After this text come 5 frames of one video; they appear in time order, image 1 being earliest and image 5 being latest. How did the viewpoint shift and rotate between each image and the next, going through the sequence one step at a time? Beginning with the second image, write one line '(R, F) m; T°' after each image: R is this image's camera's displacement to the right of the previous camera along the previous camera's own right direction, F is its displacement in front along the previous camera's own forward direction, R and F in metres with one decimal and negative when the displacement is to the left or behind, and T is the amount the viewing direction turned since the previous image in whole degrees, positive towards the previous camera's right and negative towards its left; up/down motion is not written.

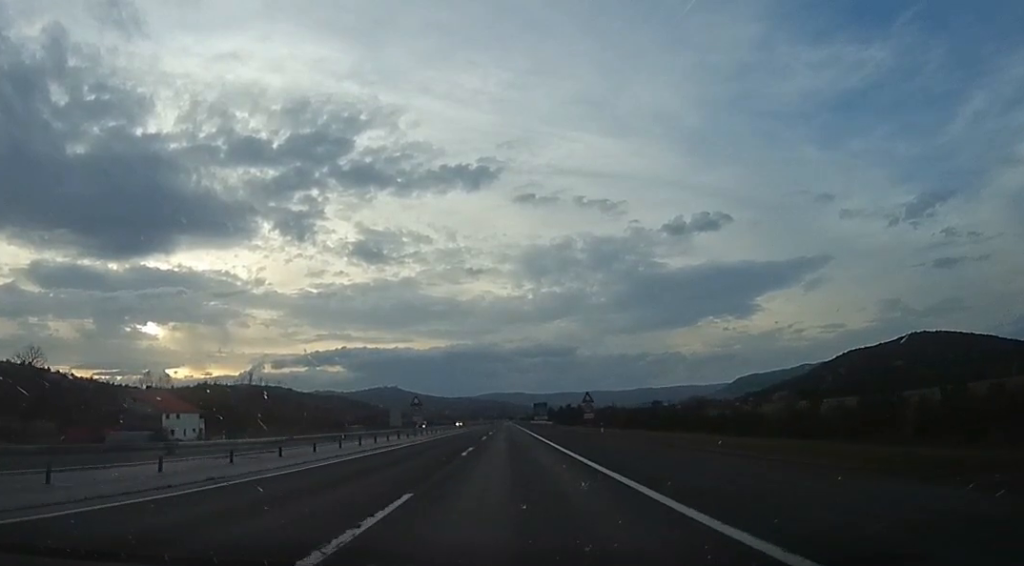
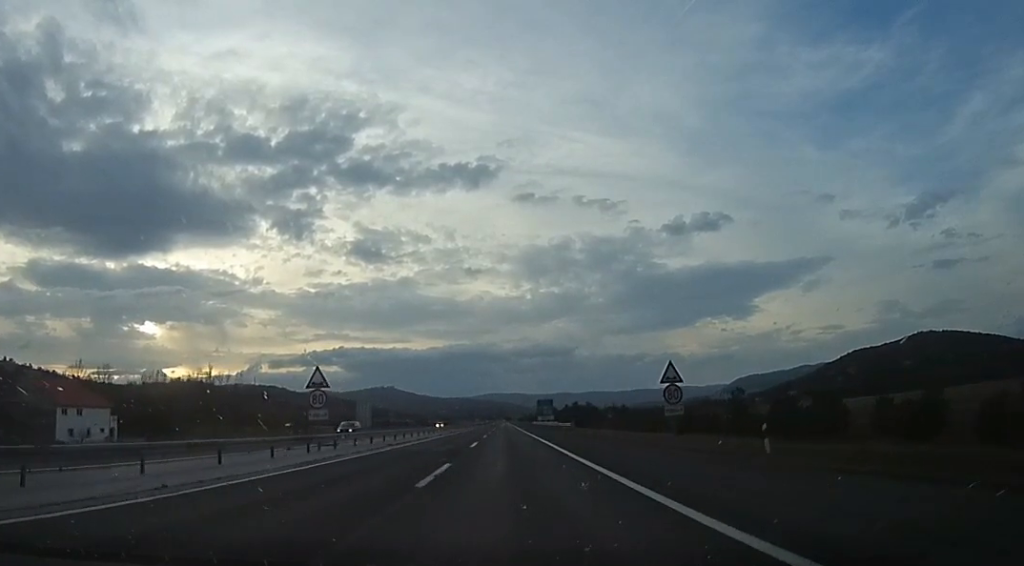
(0.0, +28.7) m; 0°
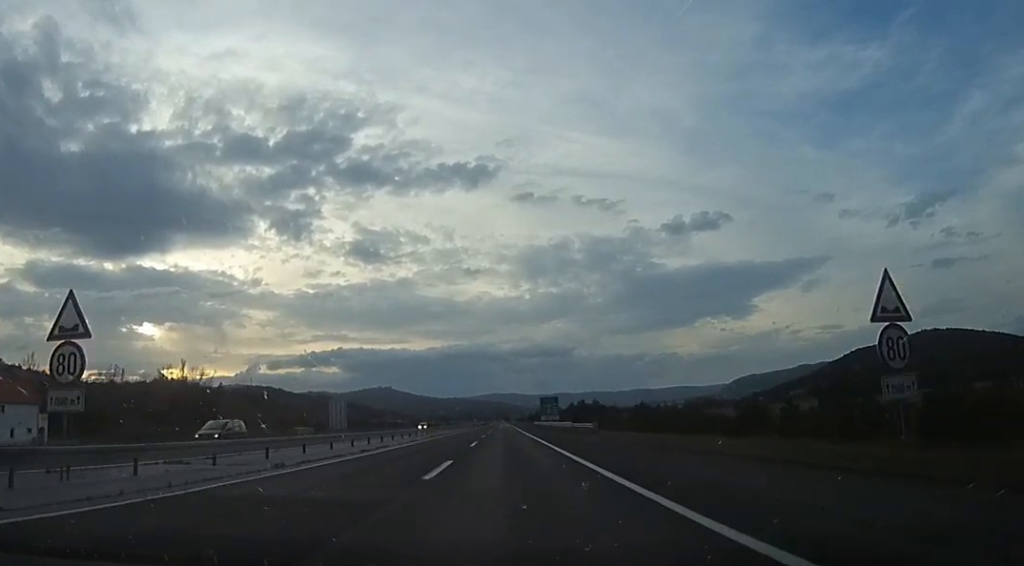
(0.0, +16.2) m; 0°
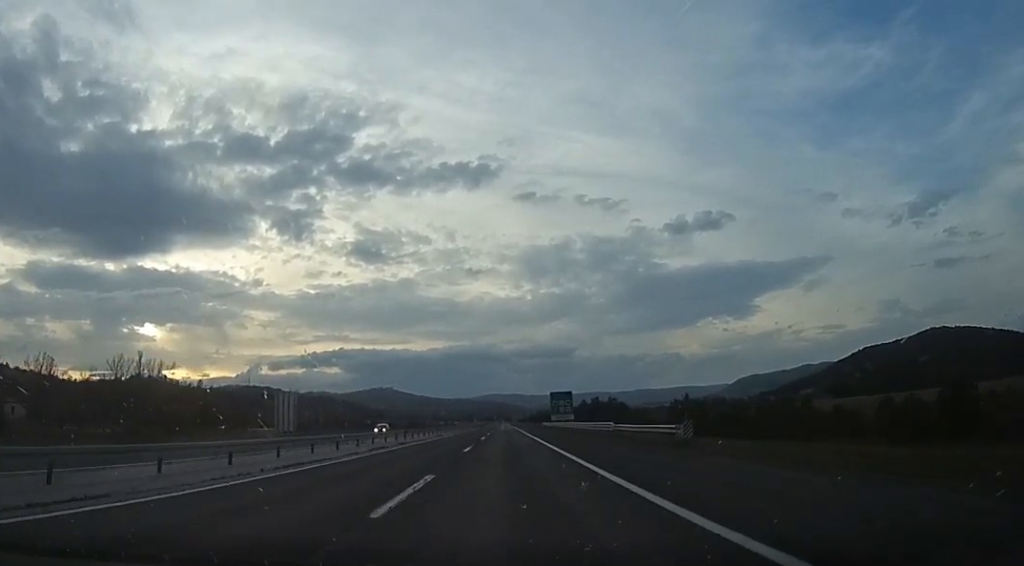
(0.0, +22.9) m; 0°
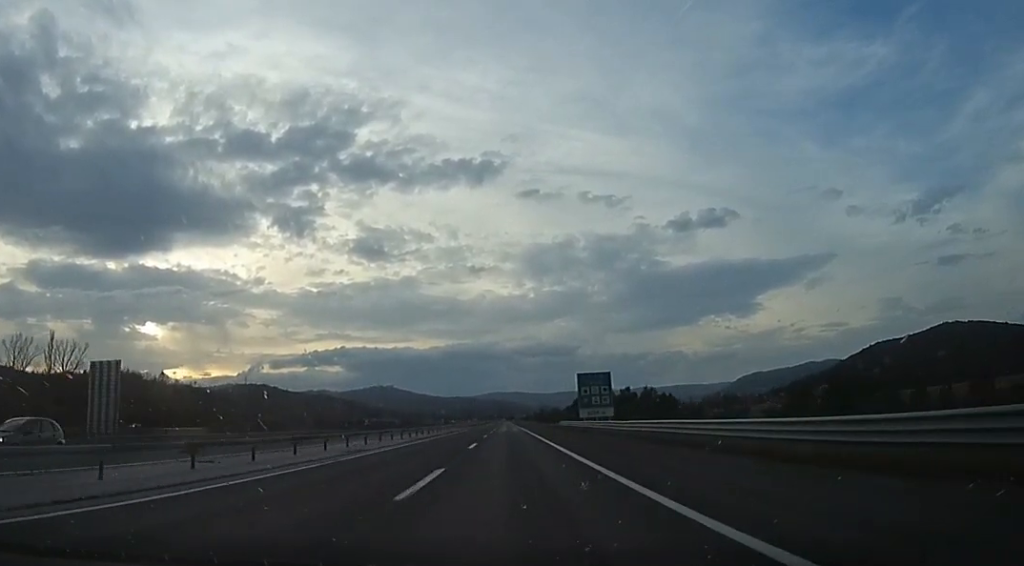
(0.0, +34.4) m; 0°
